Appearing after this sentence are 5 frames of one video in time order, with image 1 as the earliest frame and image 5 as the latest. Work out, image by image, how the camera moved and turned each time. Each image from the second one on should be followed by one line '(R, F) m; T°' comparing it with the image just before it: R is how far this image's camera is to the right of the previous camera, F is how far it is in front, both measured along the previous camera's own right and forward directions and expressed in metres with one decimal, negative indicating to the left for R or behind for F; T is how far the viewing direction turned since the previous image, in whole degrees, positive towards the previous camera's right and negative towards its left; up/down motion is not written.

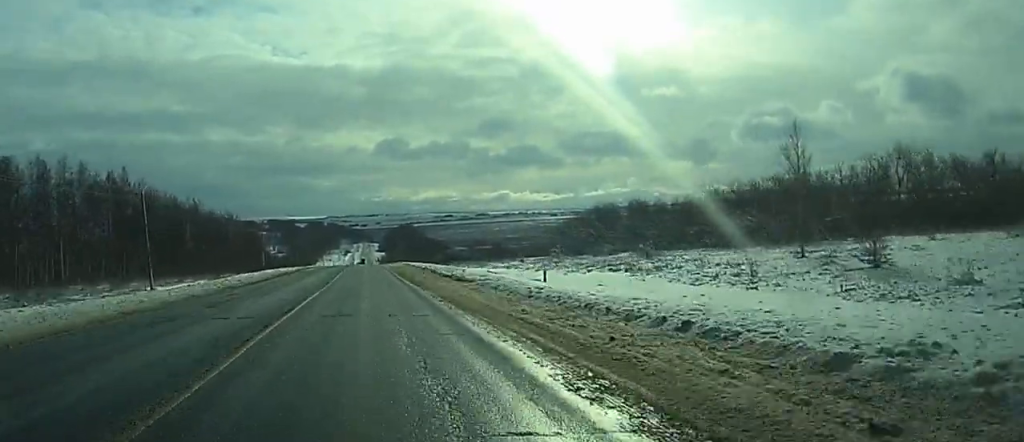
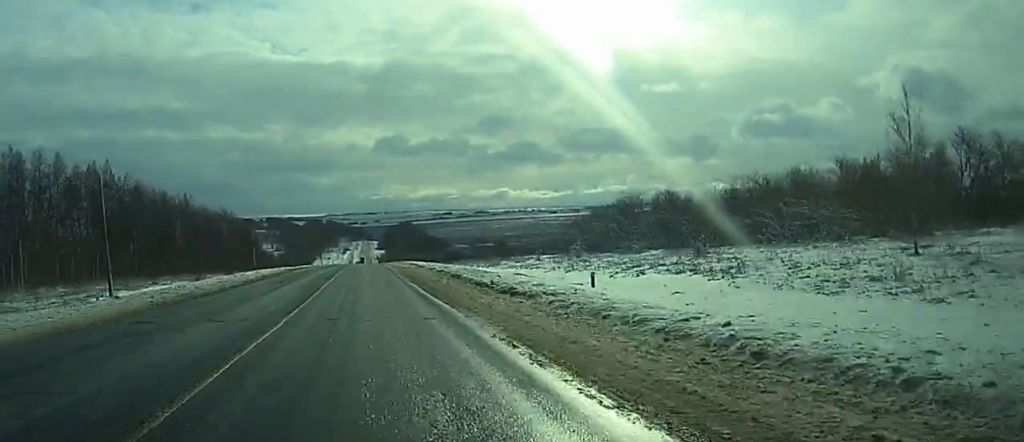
(0.0, +12.3) m; 0°
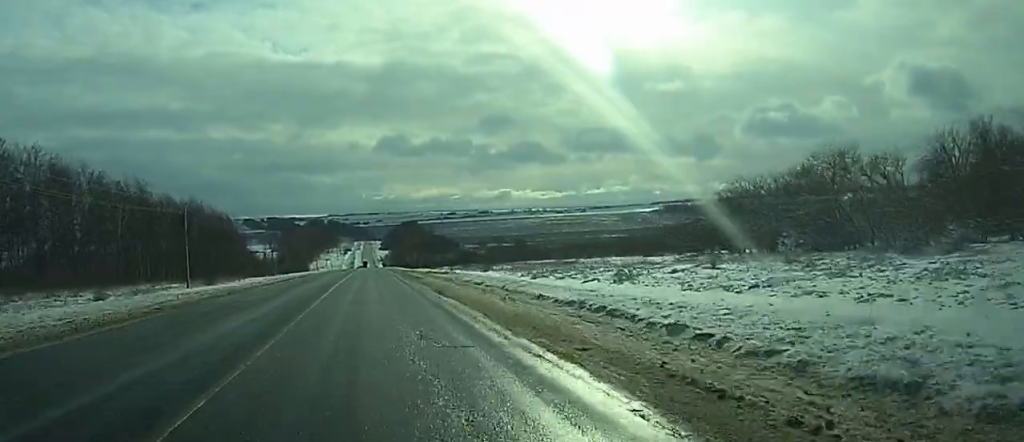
(+0.1, +58.7) m; 0°
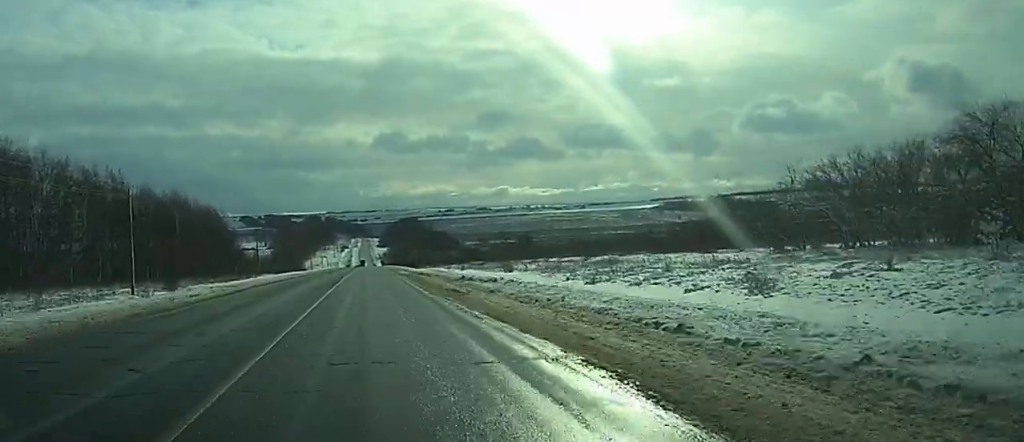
(0.0, +21.4) m; 0°
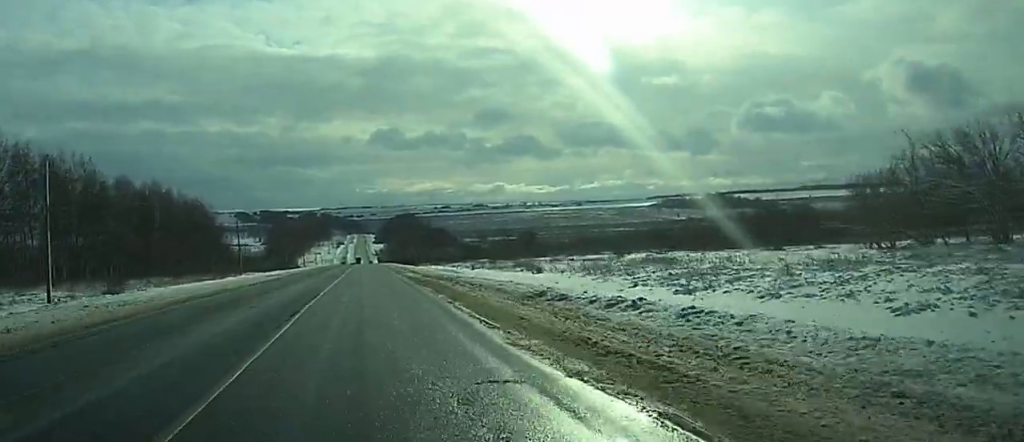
(0.0, +18.6) m; 0°
